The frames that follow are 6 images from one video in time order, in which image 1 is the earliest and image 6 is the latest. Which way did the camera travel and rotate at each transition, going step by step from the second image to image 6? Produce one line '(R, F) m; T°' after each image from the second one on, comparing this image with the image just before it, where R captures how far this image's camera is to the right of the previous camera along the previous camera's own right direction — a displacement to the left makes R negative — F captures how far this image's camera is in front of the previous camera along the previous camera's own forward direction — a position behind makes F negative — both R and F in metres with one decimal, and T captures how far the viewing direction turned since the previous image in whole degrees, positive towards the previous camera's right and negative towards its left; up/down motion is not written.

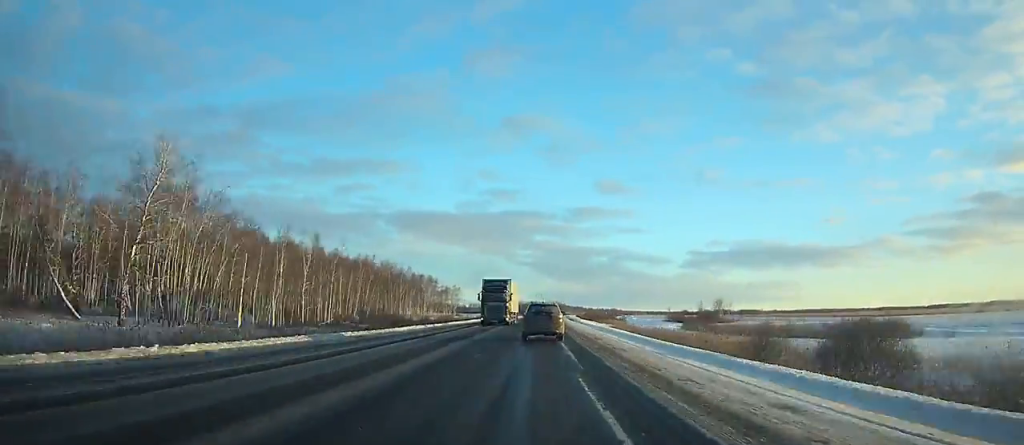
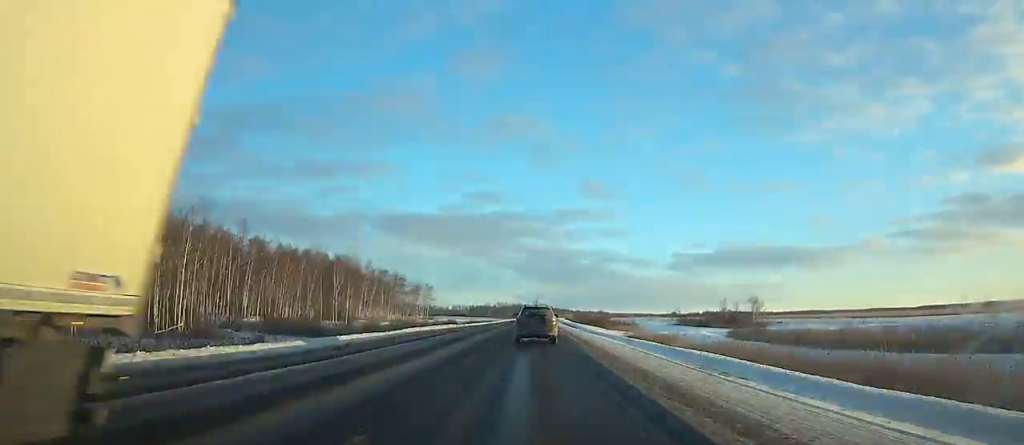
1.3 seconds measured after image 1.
(0.0, +35.0) m; +1°
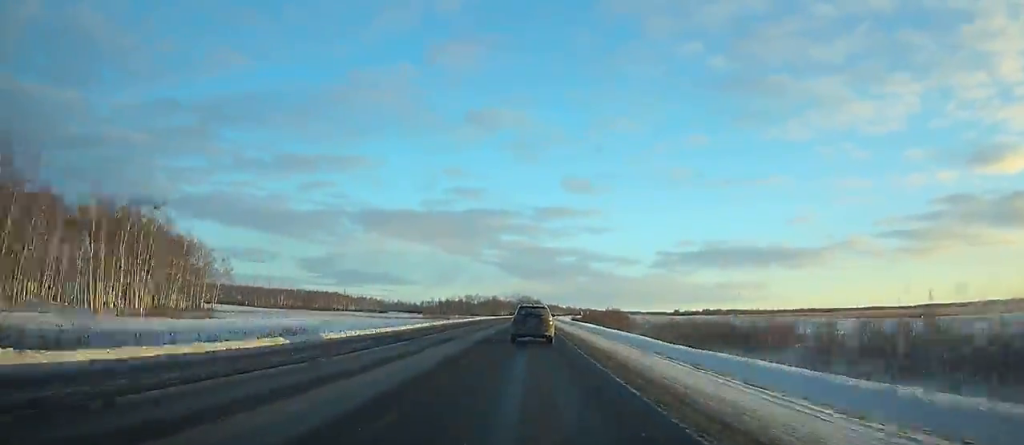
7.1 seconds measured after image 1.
(+4.3, +156.8) m; +2°
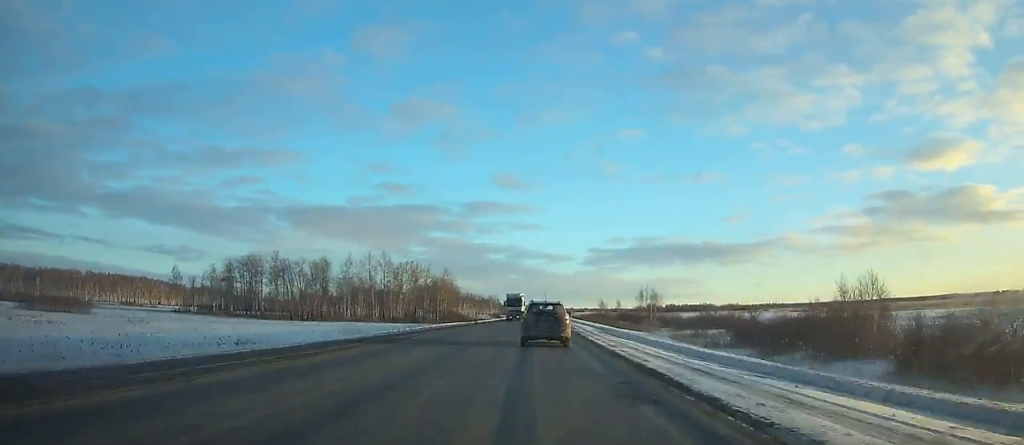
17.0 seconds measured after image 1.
(+9.4, +269.2) m; +6°
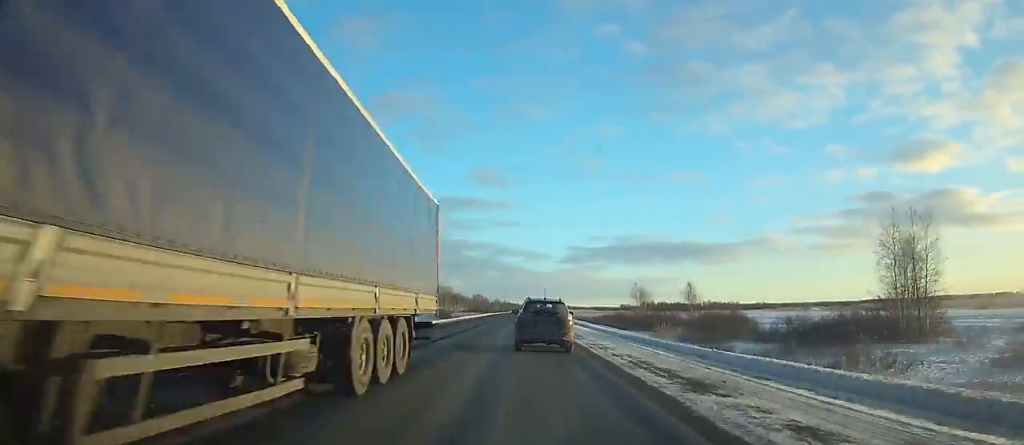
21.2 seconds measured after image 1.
(+3.1, +114.0) m; +2°
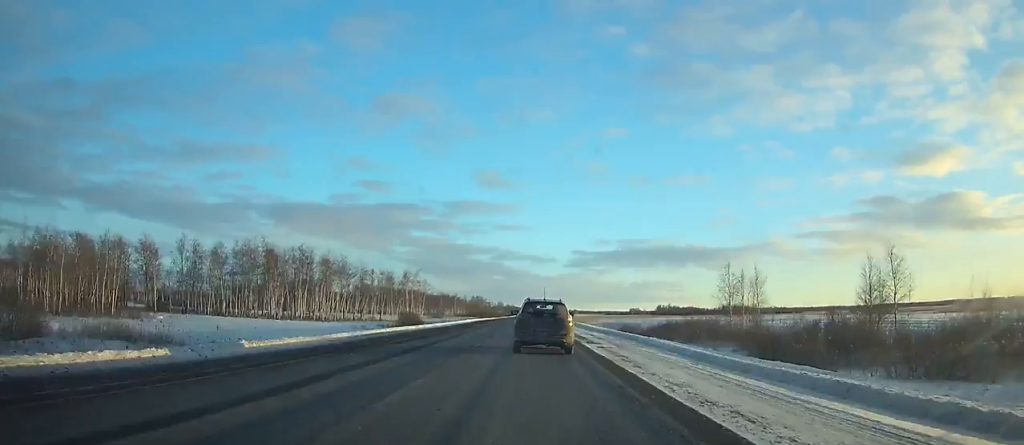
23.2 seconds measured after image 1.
(+0.3, +54.3) m; 0°
